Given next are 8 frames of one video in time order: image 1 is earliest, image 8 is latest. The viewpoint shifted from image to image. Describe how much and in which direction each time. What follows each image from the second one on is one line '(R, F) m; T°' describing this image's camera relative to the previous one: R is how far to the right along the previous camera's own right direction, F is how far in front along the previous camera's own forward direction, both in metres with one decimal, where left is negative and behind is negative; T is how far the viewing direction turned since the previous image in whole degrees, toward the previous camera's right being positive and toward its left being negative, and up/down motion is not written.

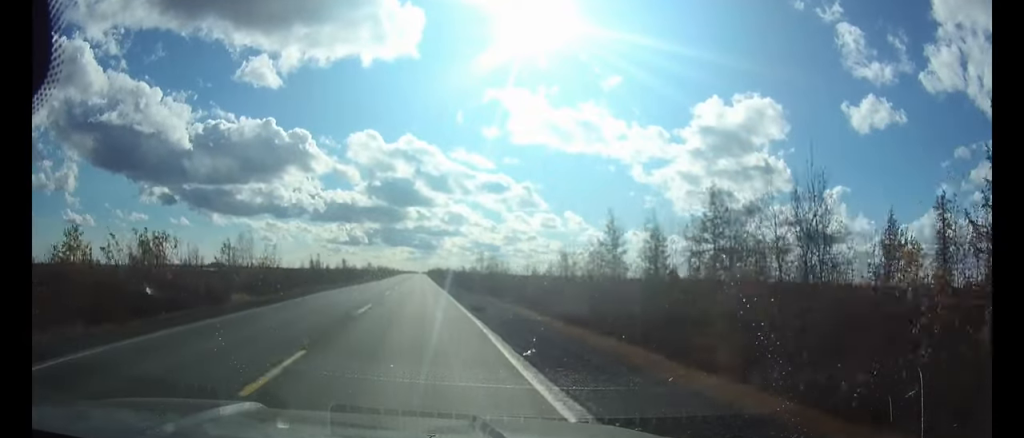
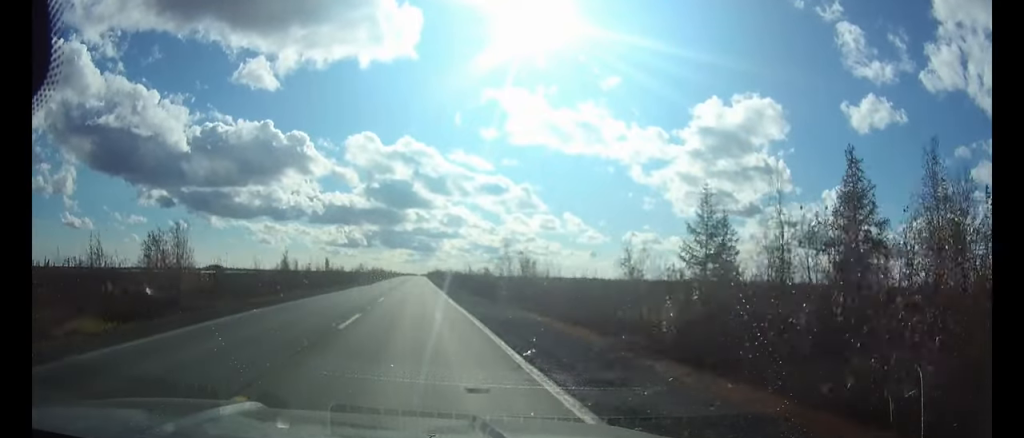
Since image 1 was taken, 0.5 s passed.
(0.0, +15.8) m; 0°
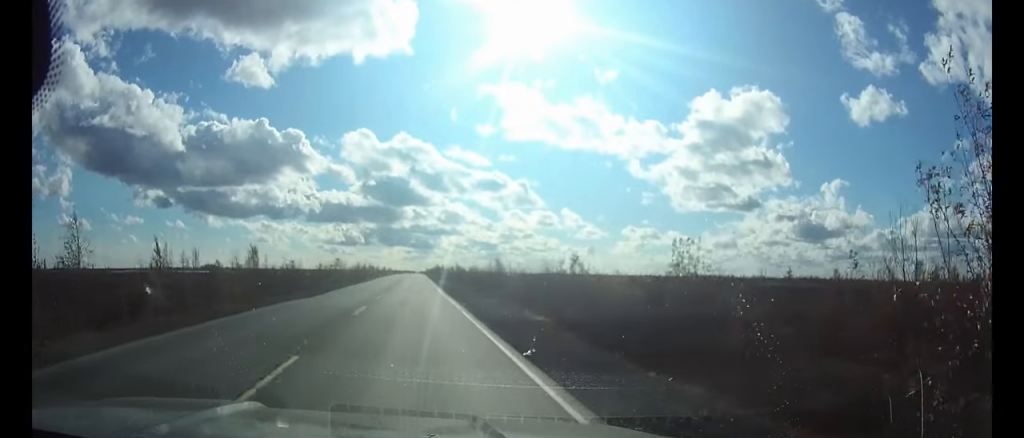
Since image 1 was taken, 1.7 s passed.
(+0.1, +31.5) m; 0°
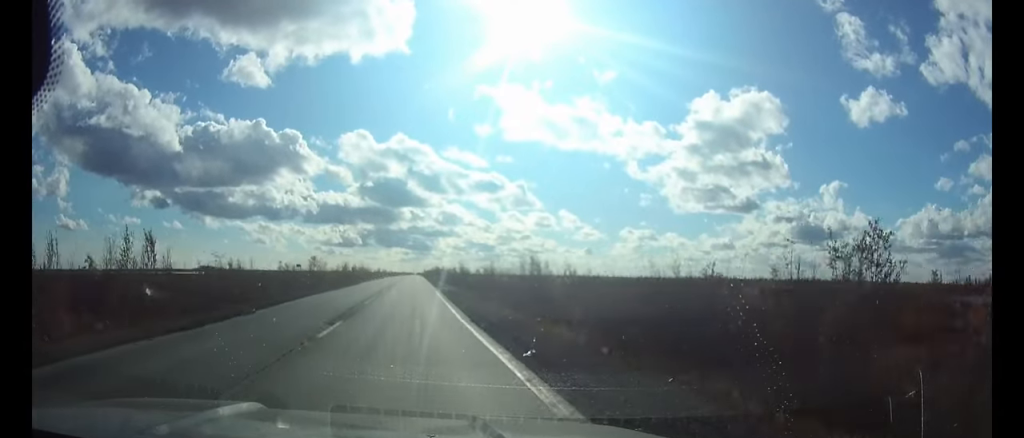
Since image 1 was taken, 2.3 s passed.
(+0.1, +17.2) m; 0°
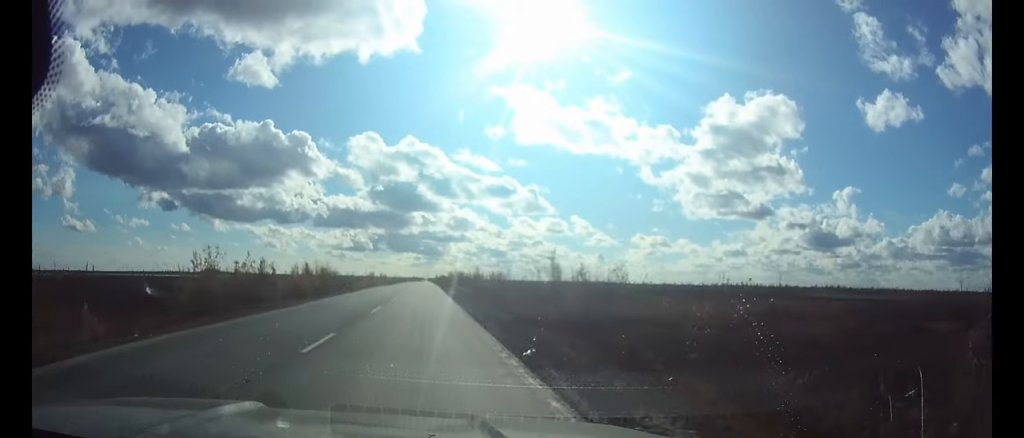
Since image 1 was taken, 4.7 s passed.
(-0.4, +63.1) m; 0°
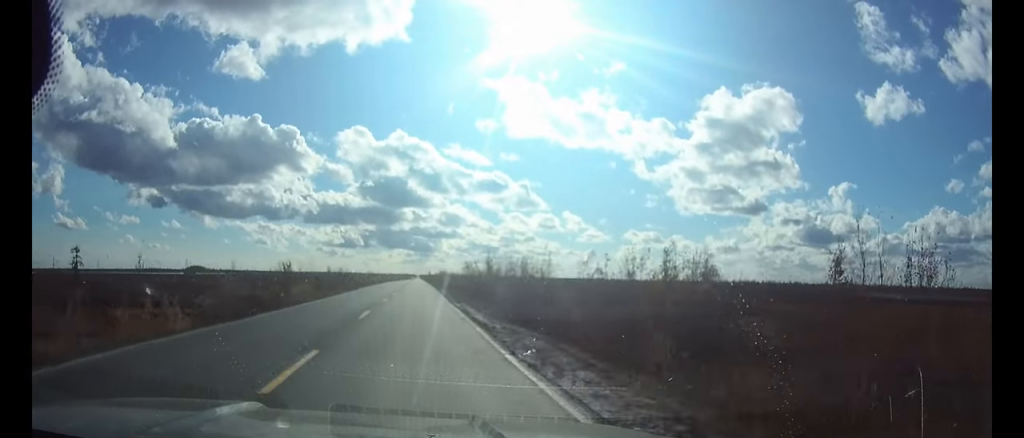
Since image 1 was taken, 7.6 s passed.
(+0.2, +73.7) m; 0°
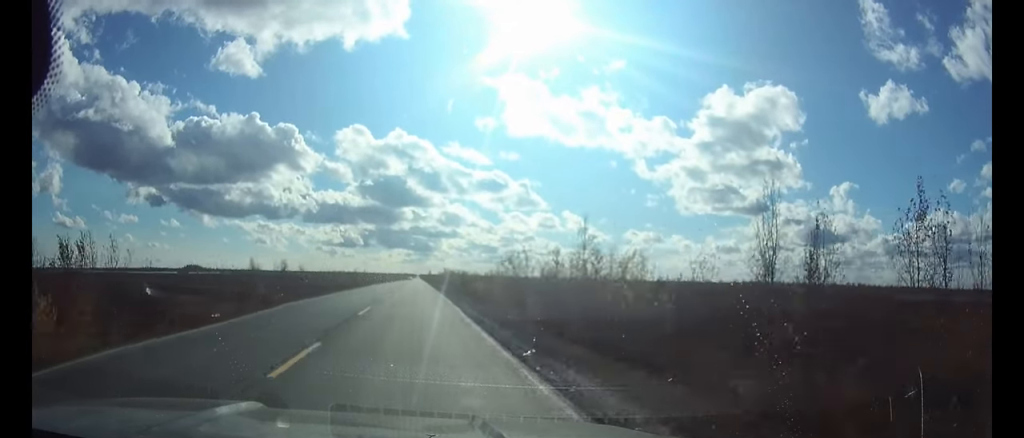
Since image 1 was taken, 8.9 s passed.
(0.0, +35.8) m; 0°
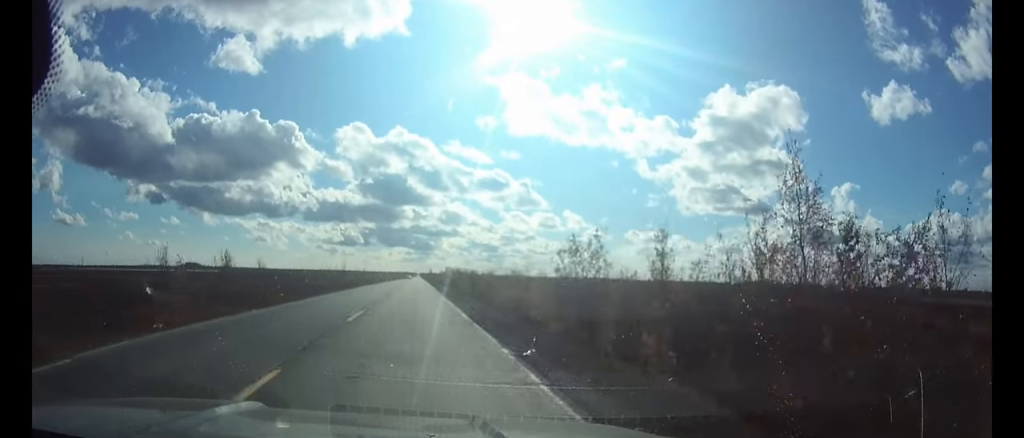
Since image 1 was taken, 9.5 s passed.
(0.0, +16.0) m; 0°
